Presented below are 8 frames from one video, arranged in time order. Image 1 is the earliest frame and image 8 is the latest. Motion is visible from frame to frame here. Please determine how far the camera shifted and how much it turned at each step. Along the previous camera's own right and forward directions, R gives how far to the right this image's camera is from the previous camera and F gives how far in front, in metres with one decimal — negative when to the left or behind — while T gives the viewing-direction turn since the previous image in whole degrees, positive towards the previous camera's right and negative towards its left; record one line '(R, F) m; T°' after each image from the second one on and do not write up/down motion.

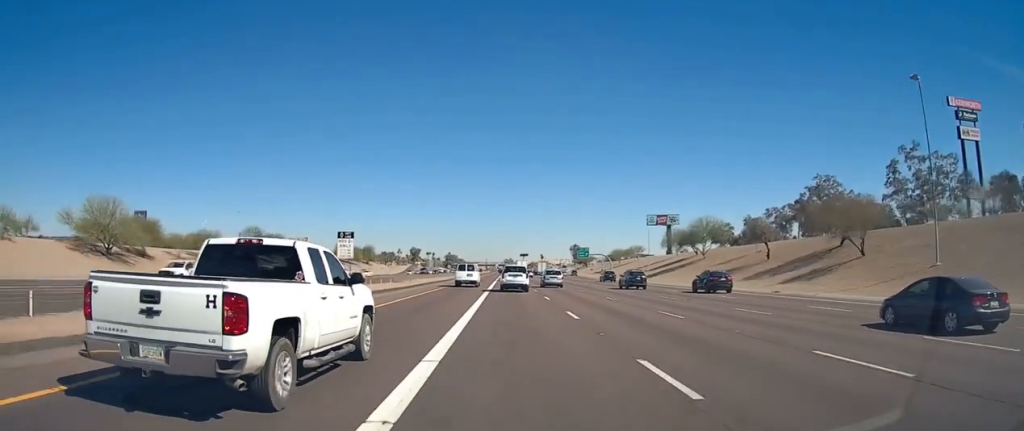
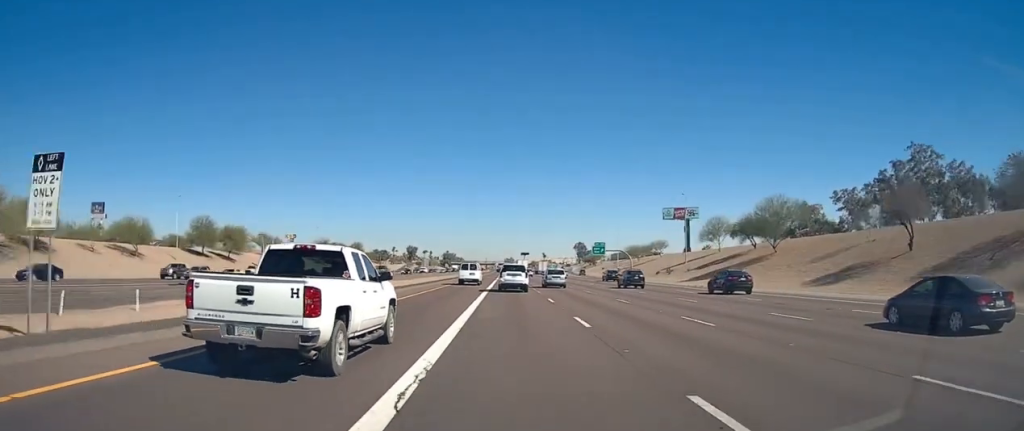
(0.0, +29.7) m; 0°
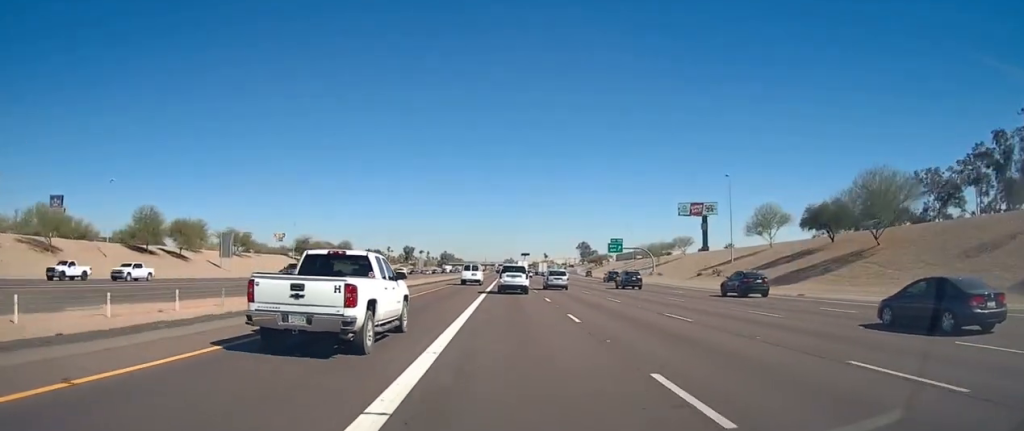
(0.0, +24.2) m; 0°
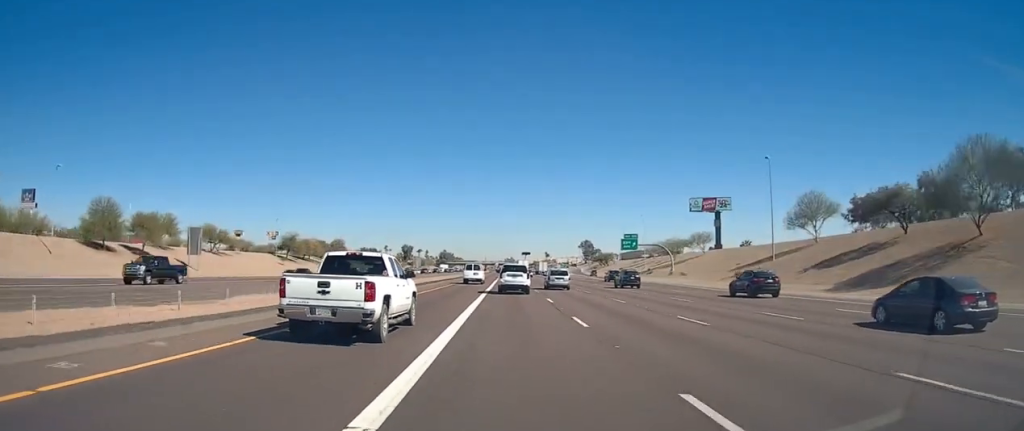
(0.0, +14.1) m; 0°
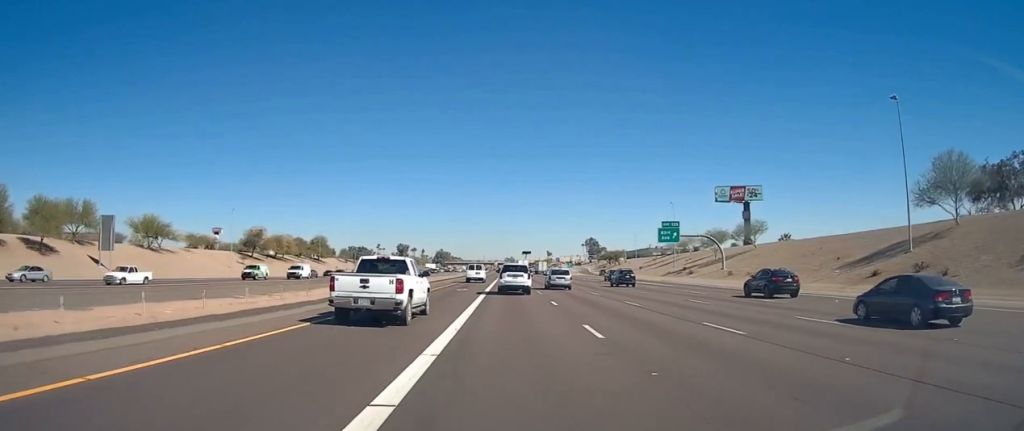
(0.0, +26.3) m; 0°
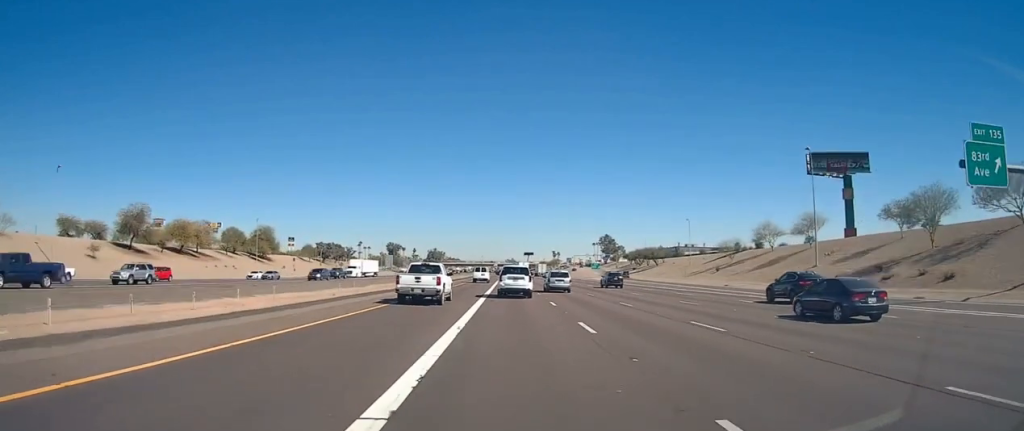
(0.0, +57.0) m; 0°
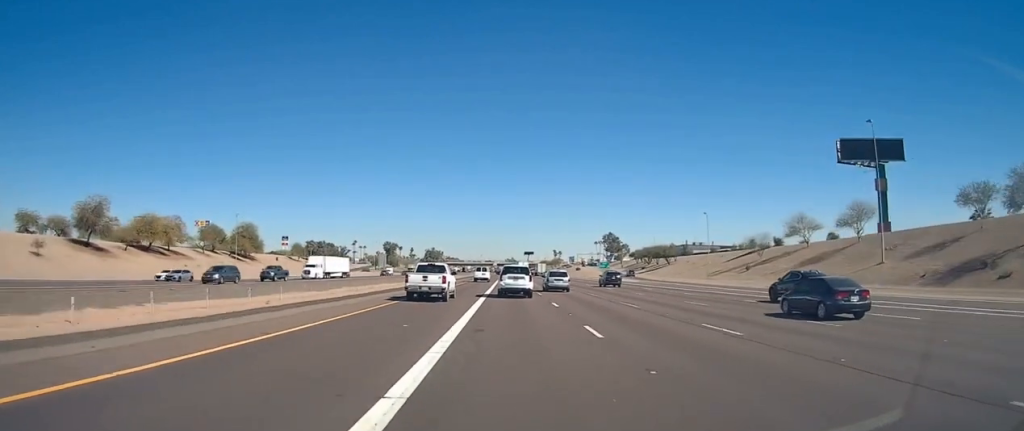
(0.0, +14.3) m; 0°
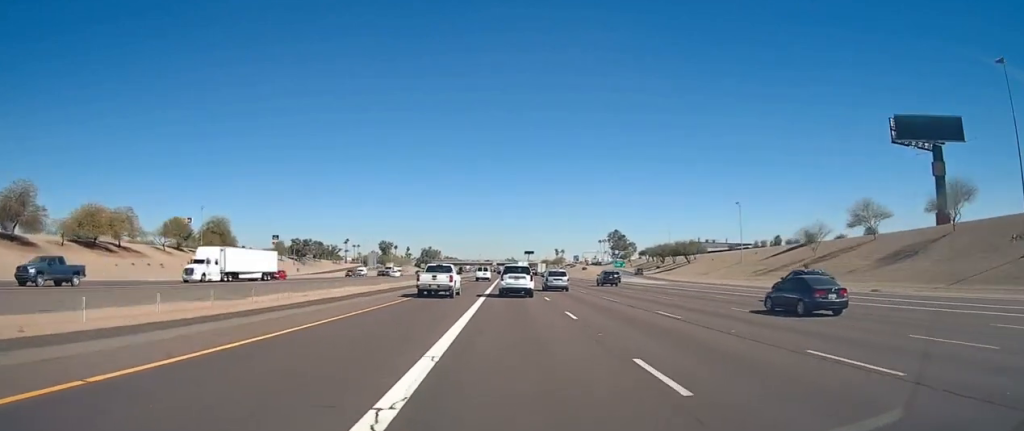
(0.0, +19.6) m; 0°
